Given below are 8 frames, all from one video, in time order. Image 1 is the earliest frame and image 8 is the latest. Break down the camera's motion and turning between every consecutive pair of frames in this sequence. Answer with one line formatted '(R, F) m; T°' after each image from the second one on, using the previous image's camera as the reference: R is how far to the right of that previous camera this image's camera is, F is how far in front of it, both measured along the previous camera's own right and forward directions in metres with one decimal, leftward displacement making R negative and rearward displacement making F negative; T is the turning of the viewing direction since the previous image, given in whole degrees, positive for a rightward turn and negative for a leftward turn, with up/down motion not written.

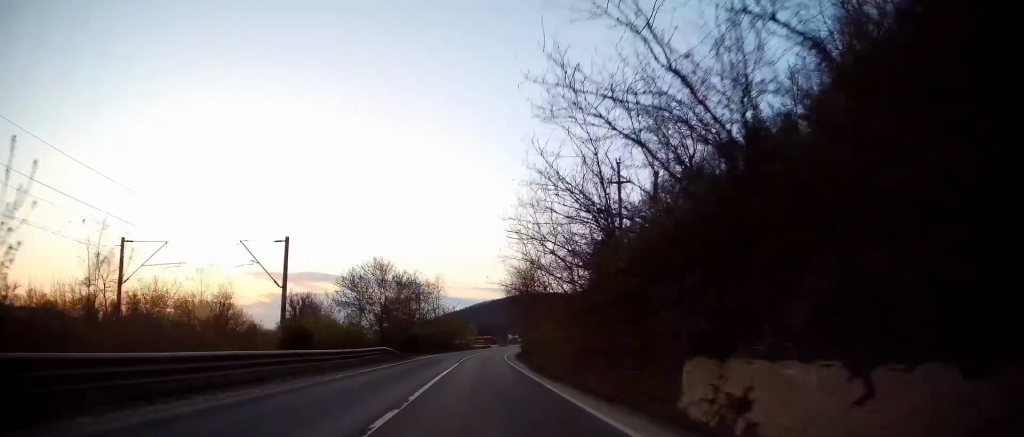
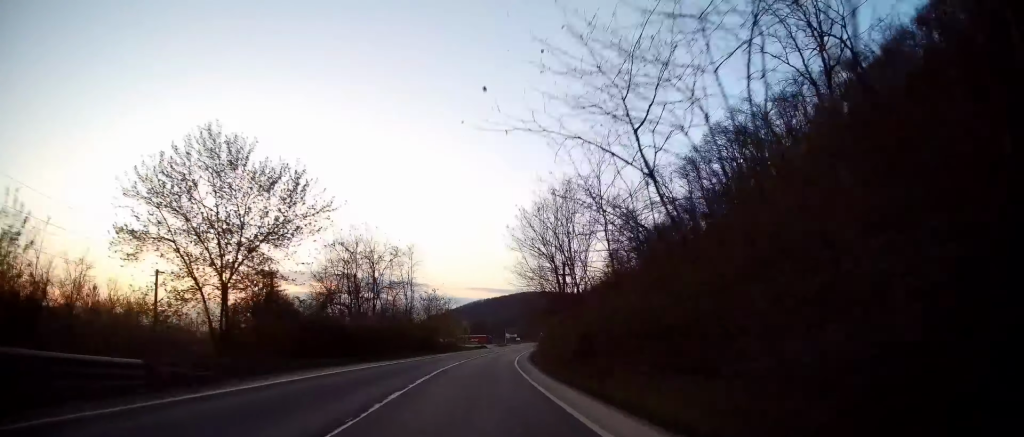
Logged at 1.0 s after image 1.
(-0.4, +31.2) m; 0°
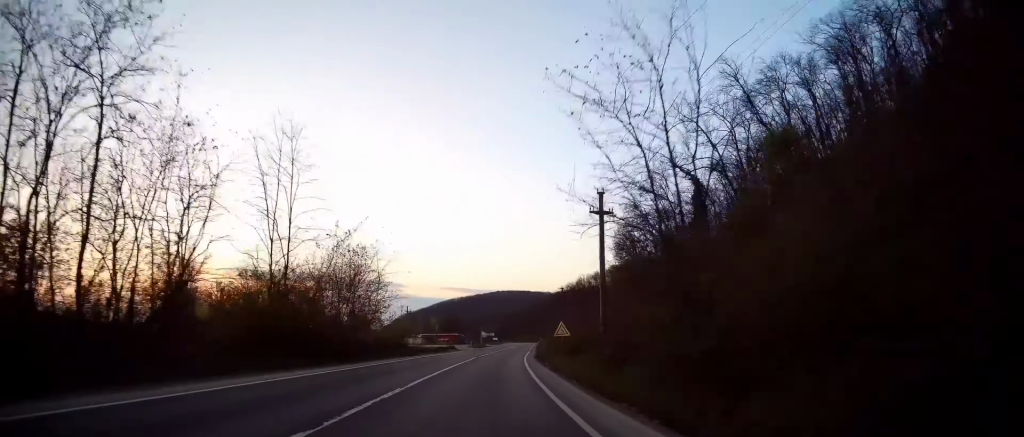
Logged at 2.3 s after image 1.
(+0.5, +37.1) m; +2°
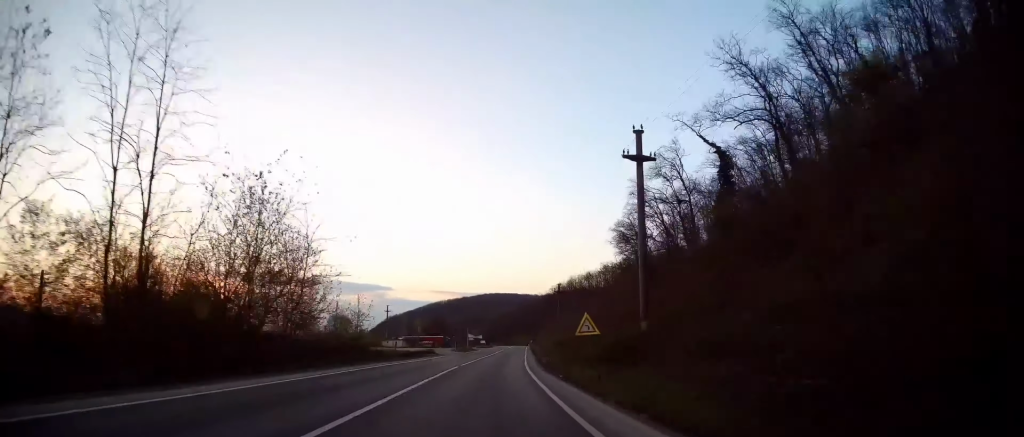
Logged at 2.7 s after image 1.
(+0.1, +13.0) m; +1°
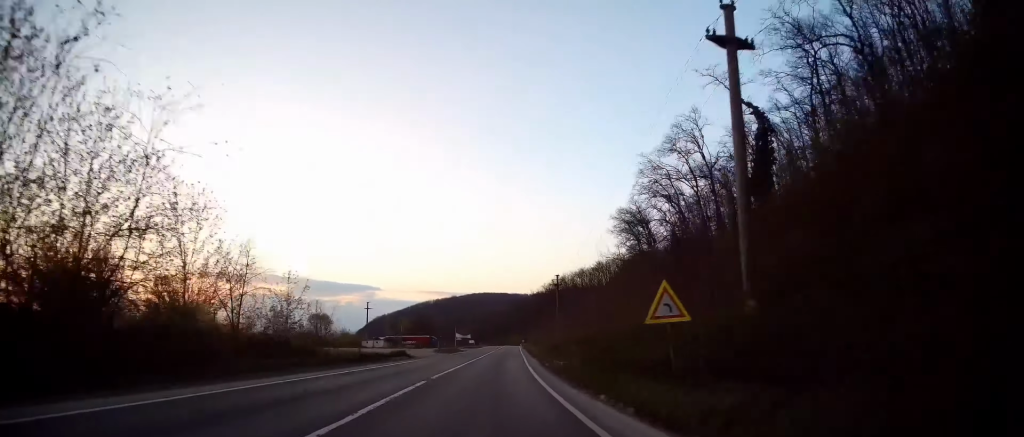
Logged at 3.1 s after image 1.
(+0.1, +12.0) m; +1°
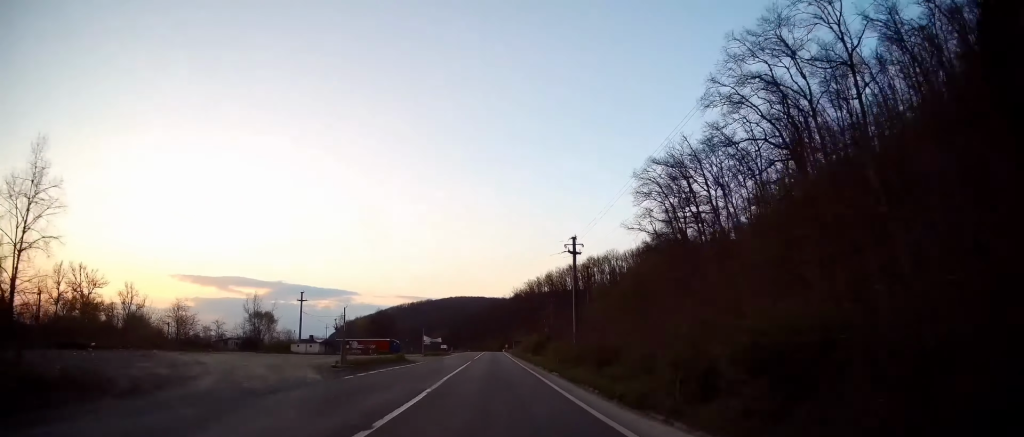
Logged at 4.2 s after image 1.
(+0.6, +34.2) m; +3°
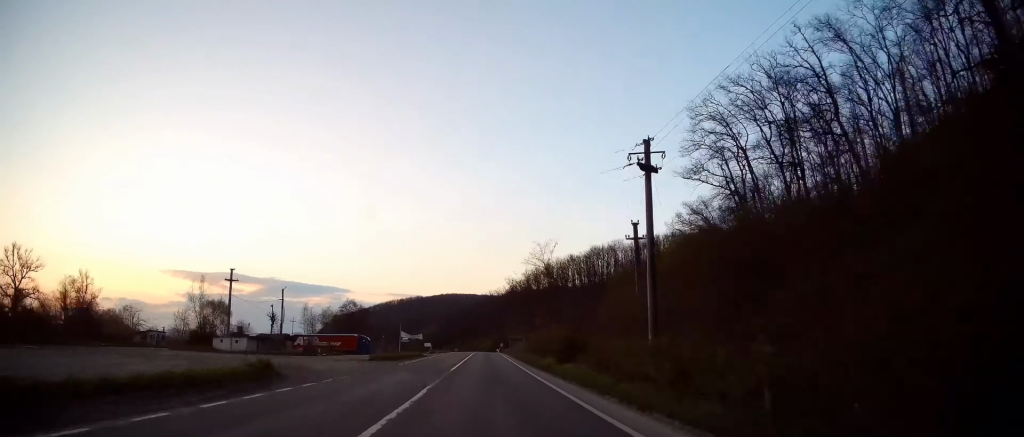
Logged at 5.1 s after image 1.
(+0.7, +26.2) m; +2°
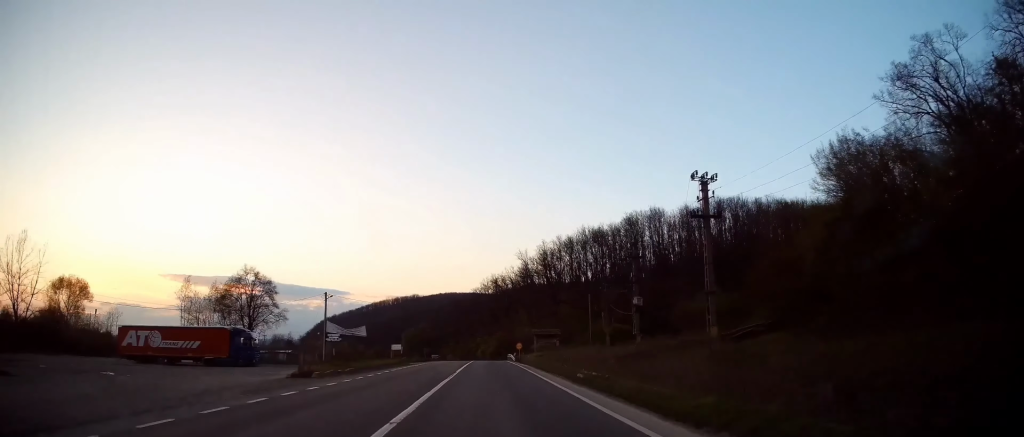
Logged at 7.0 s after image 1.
(+0.5, +58.2) m; 0°
